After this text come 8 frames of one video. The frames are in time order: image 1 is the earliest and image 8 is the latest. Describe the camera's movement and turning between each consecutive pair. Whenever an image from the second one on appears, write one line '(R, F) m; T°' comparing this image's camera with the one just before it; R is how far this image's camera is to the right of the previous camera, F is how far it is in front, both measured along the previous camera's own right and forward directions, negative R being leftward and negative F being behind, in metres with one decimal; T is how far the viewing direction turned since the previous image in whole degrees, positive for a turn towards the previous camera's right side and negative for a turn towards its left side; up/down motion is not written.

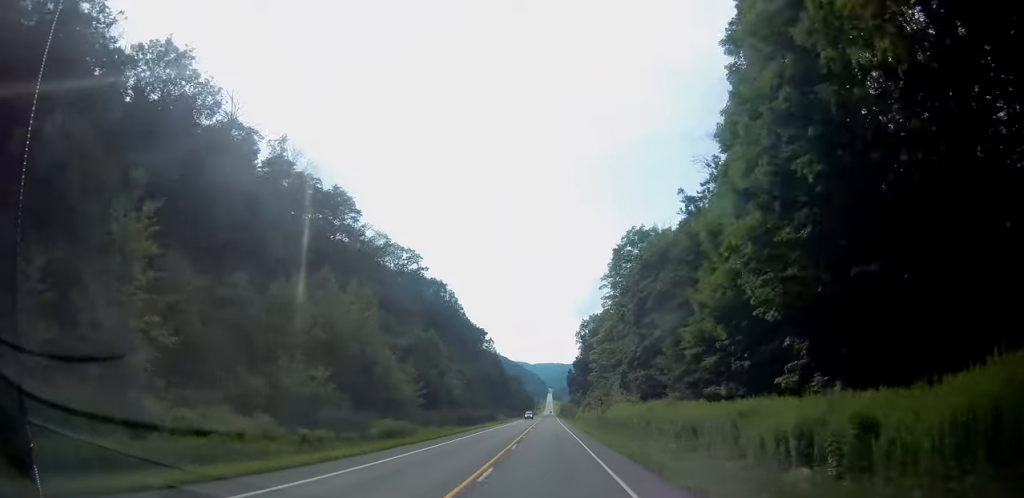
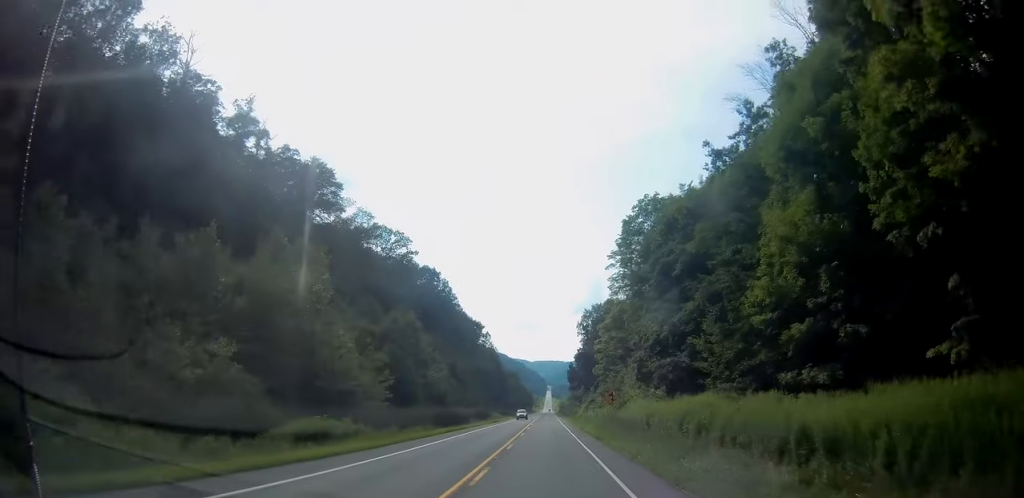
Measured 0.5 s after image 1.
(+0.2, +12.5) m; 0°
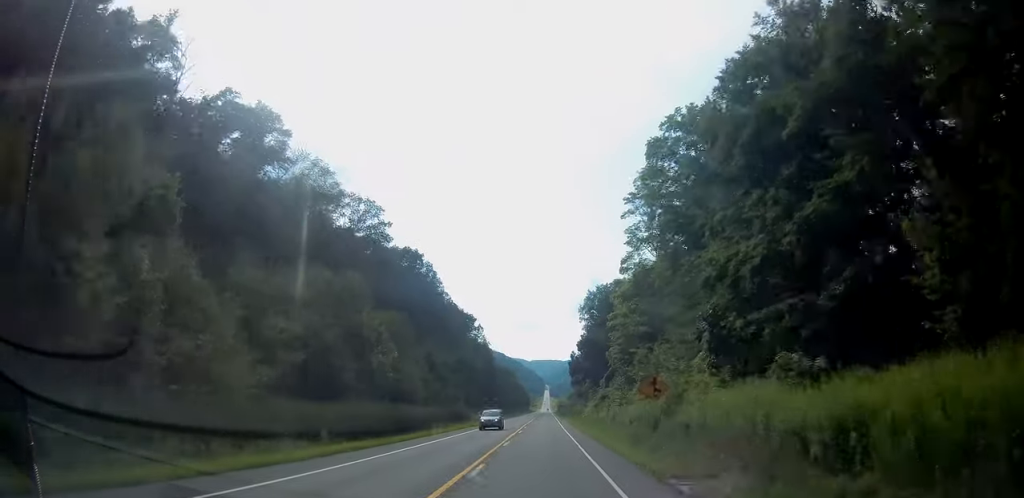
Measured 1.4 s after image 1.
(+0.1, +23.3) m; 0°
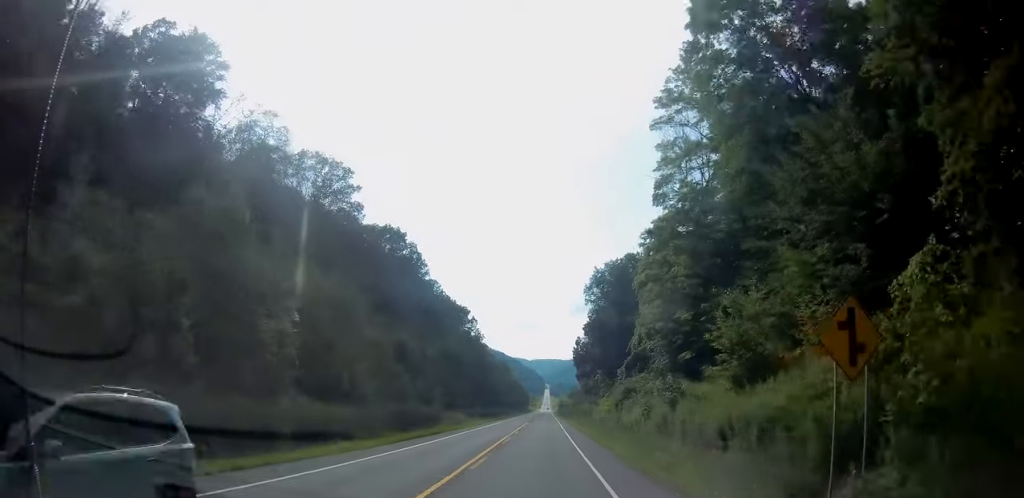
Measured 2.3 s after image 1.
(-0.2, +21.6) m; 0°
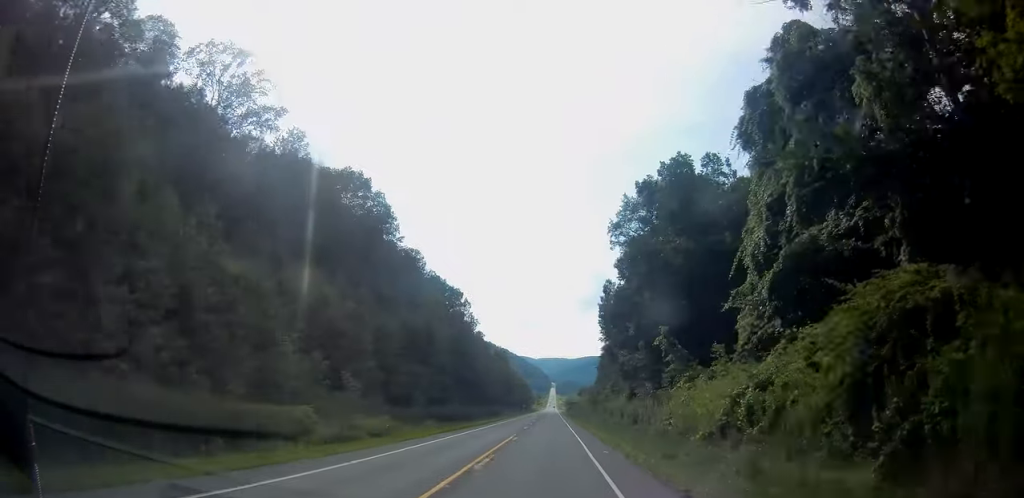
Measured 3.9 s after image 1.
(+0.5, +39.4) m; 0°
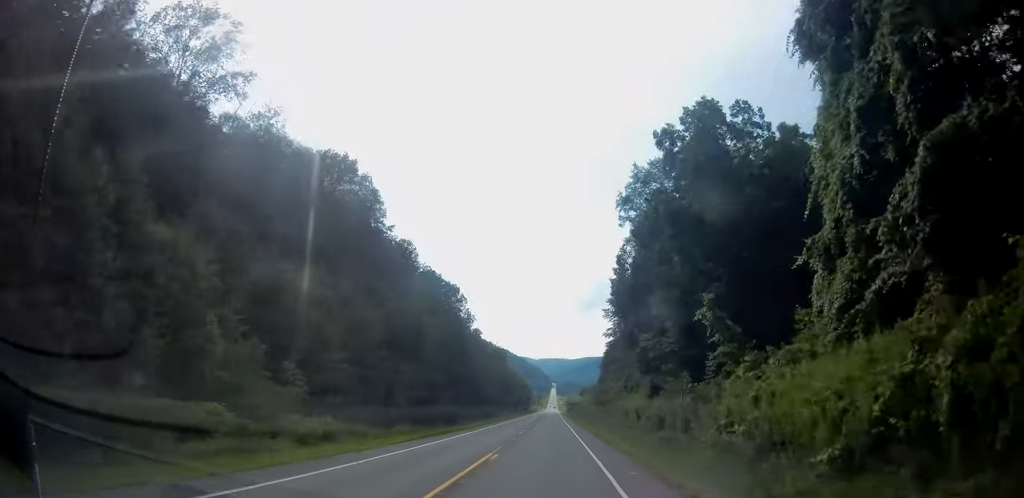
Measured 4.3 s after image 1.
(-0.3, +10.1) m; 0°
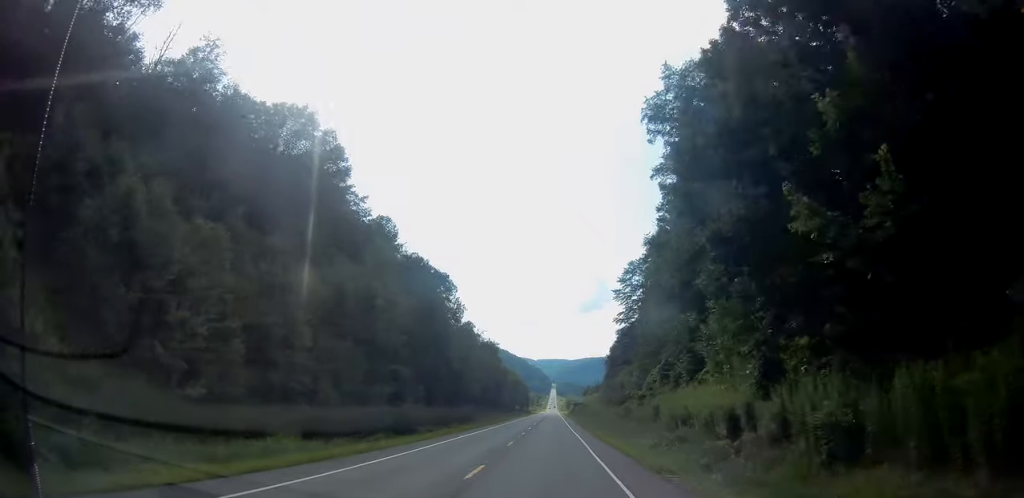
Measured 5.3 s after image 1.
(-0.1, +21.2) m; 0°
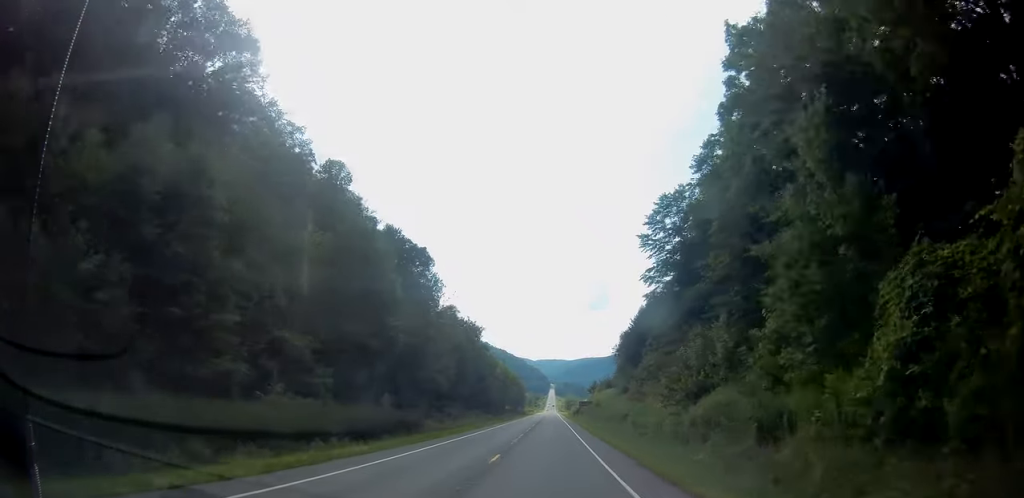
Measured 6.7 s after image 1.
(-0.1, +32.6) m; -1°
